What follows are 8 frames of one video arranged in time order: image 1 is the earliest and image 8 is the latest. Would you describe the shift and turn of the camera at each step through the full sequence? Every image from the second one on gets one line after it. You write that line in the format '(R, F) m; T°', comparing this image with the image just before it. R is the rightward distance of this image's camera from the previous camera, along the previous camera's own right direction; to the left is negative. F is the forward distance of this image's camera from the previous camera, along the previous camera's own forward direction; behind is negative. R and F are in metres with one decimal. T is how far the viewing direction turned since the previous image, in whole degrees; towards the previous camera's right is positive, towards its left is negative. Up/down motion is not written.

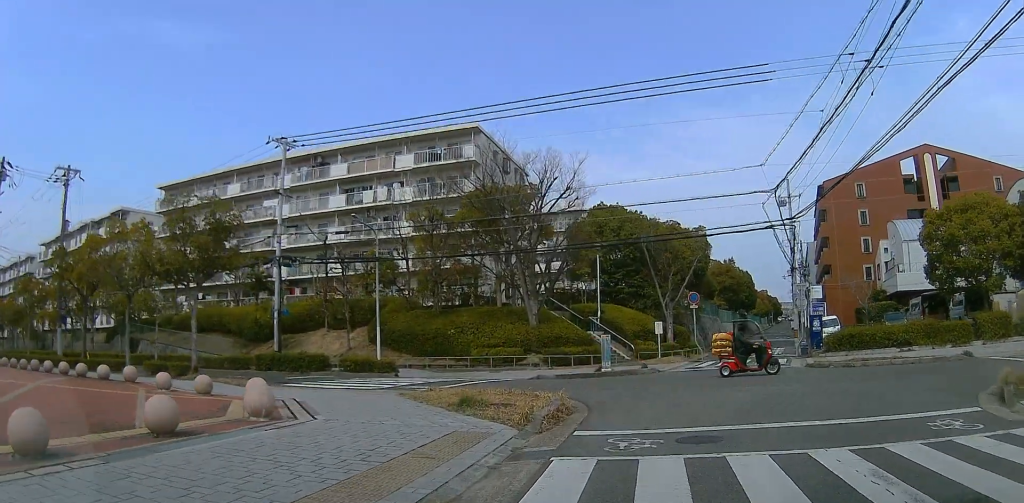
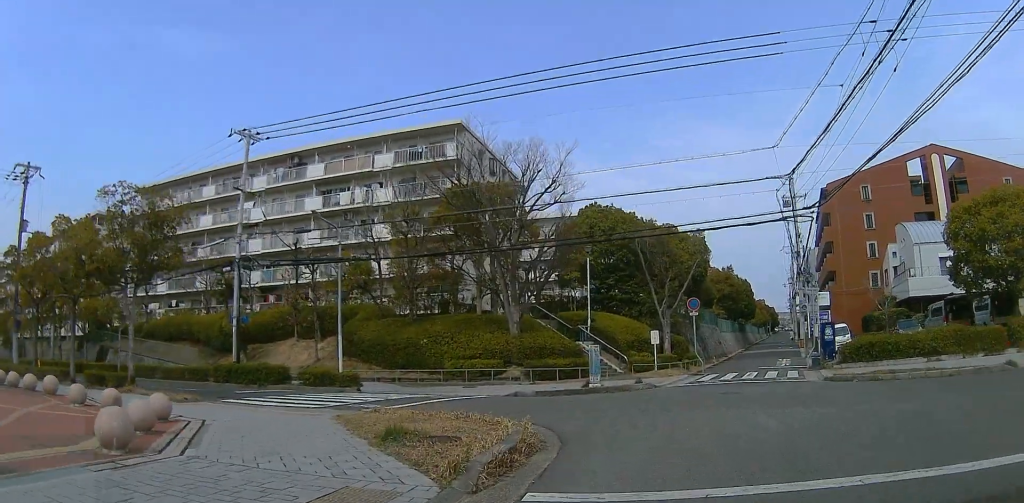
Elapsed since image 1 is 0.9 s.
(-0.6, +3.3) m; -3°
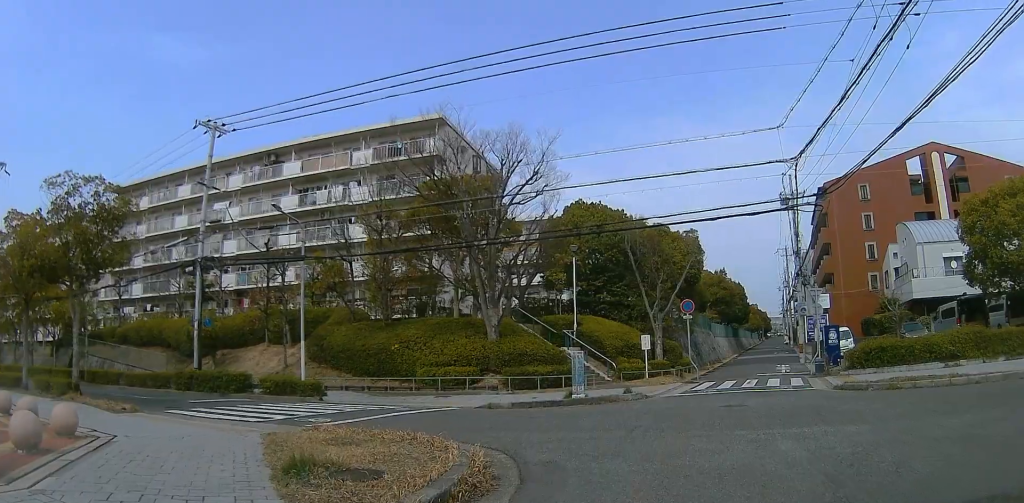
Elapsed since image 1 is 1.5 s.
(0.0, +1.9) m; -1°
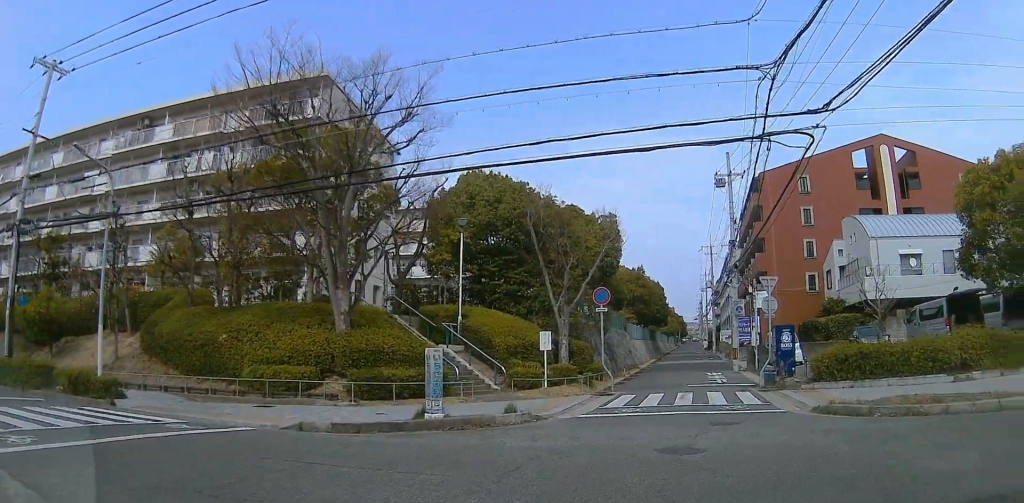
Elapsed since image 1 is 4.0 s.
(+0.1, +7.0) m; +12°
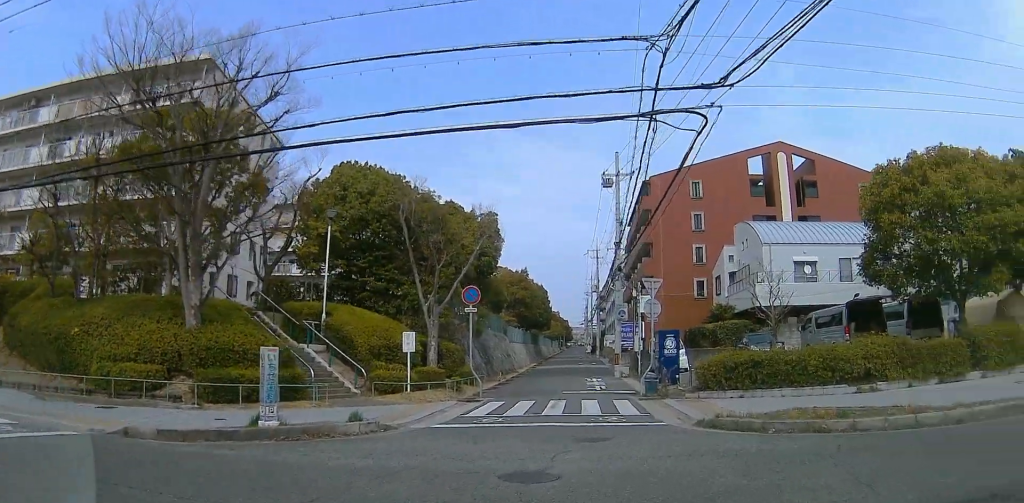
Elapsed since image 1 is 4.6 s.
(+0.1, +1.6) m; +7°
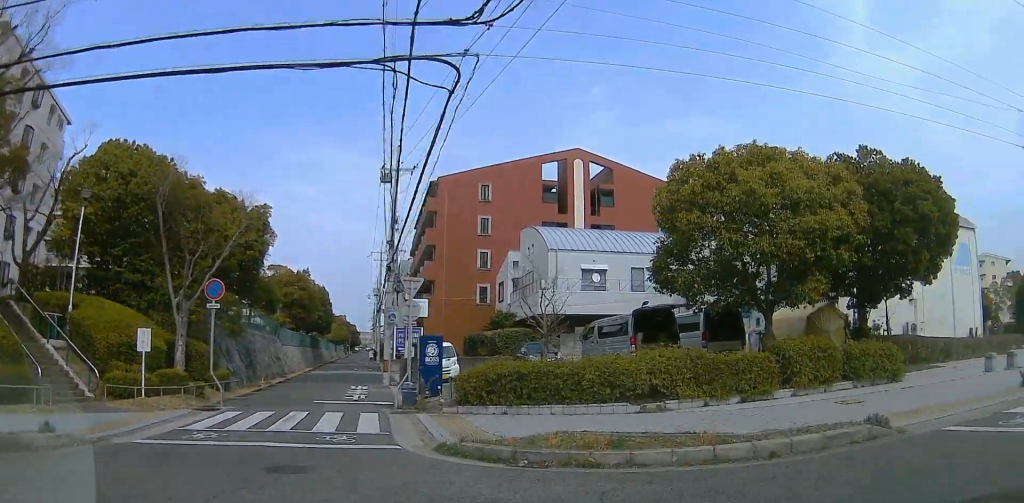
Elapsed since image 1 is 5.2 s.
(-0.1, +1.9) m; +6°
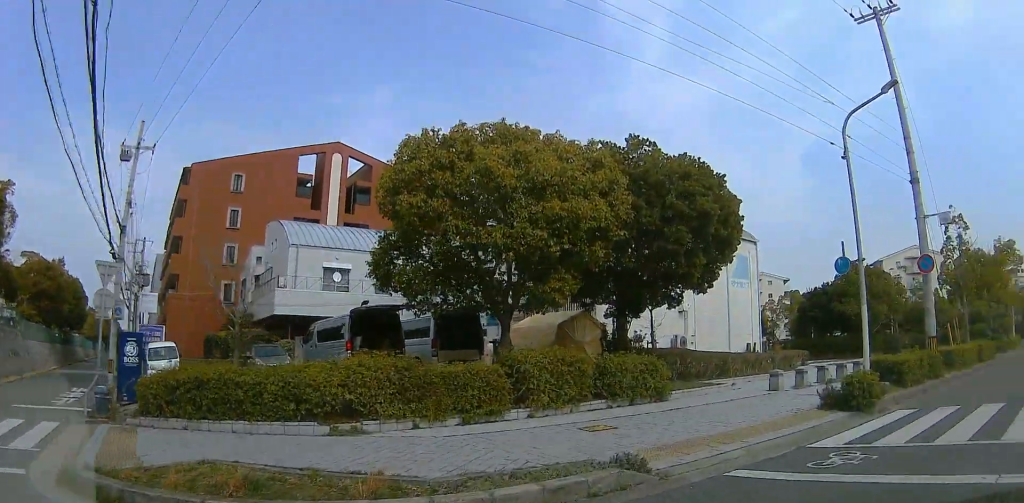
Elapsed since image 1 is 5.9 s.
(+0.2, +2.0) m; +20°
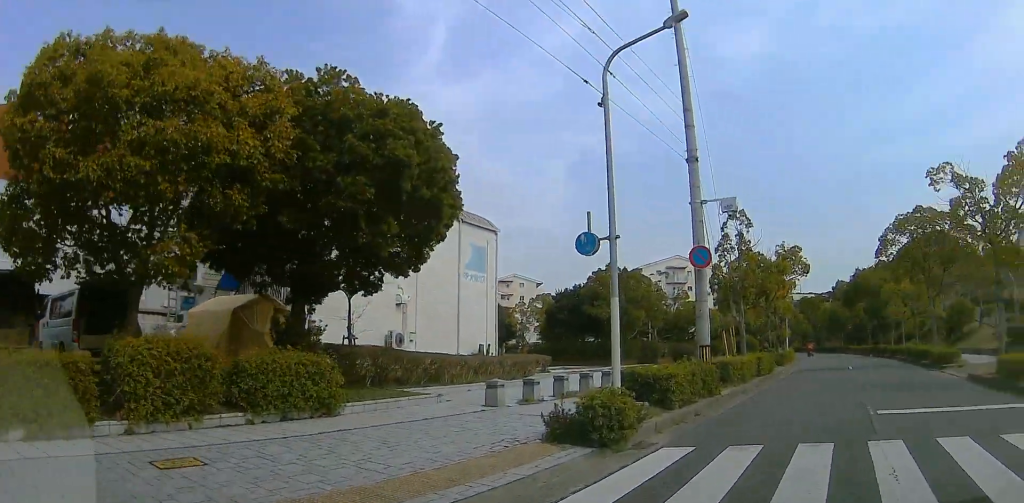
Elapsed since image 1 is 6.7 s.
(+0.7, +2.9) m; +25°
